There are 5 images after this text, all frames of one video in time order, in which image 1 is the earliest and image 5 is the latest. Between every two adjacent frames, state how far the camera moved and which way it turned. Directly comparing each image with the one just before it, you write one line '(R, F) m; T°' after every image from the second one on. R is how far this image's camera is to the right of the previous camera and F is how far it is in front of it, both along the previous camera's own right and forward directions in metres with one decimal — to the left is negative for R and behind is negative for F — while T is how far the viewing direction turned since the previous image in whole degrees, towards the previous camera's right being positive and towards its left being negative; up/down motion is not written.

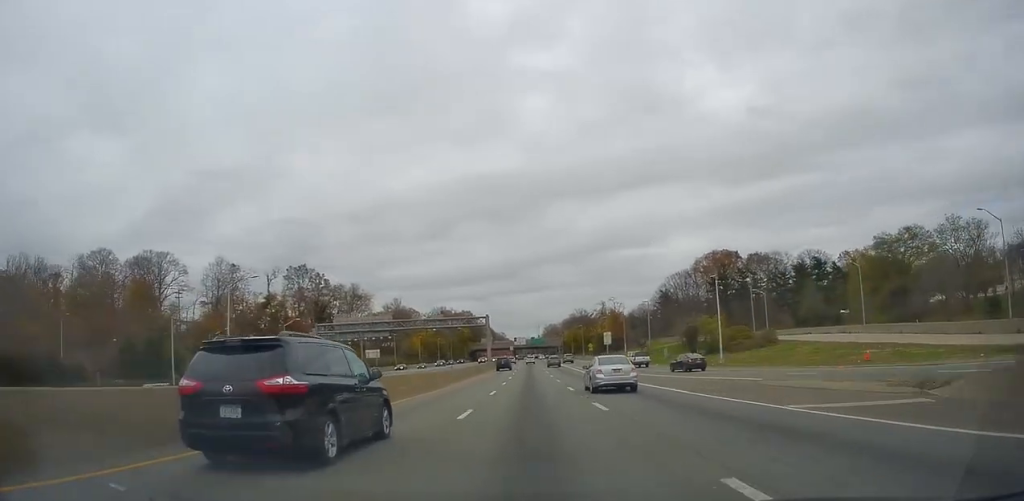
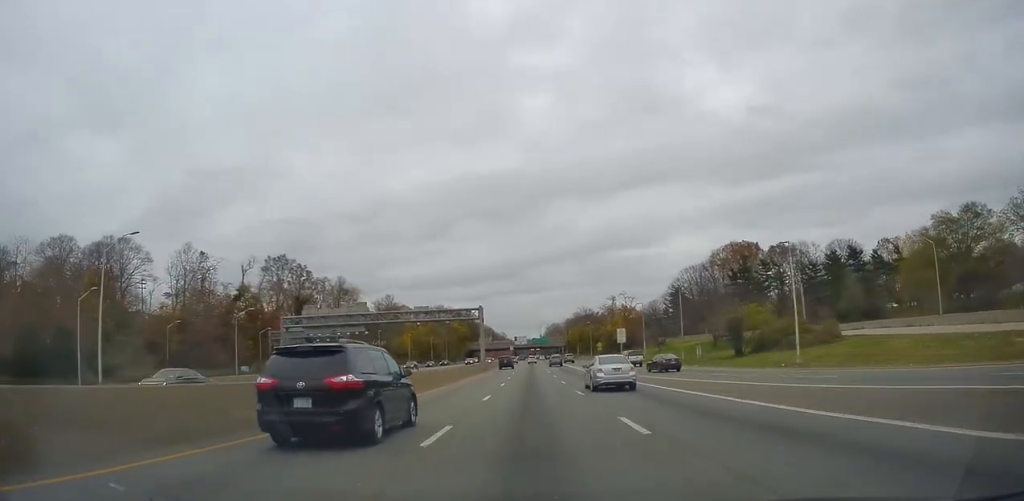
(0.0, +16.6) m; -1°
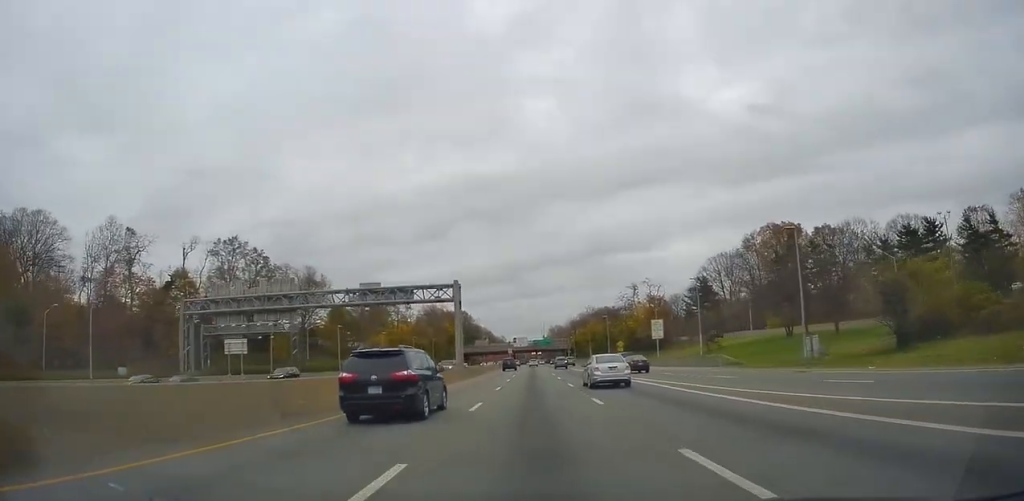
(-0.7, +29.2) m; -1°
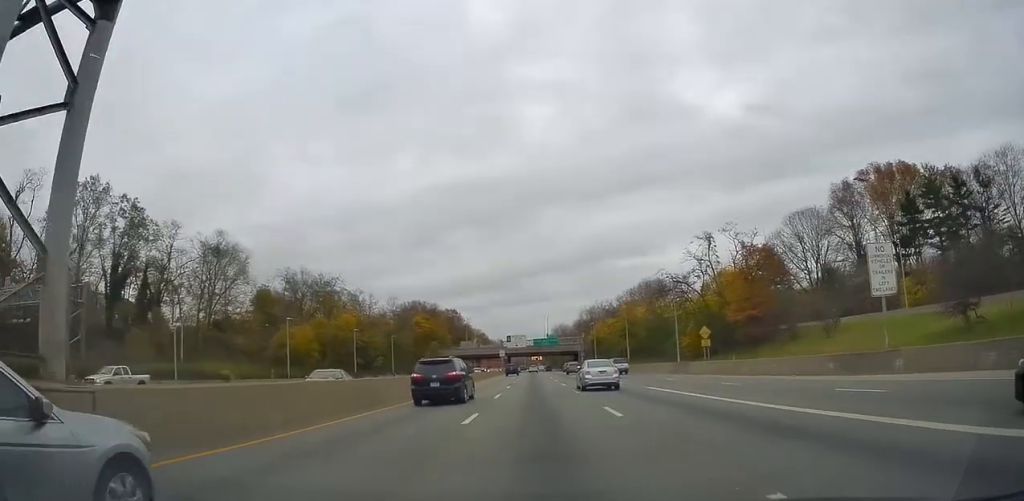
(+0.6, +51.9) m; -1°
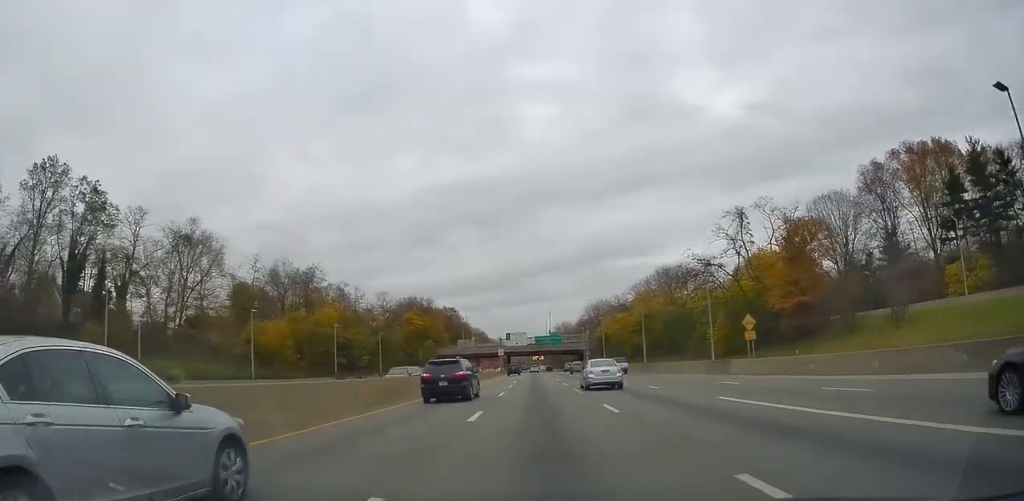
(-0.2, +11.1) m; 0°
